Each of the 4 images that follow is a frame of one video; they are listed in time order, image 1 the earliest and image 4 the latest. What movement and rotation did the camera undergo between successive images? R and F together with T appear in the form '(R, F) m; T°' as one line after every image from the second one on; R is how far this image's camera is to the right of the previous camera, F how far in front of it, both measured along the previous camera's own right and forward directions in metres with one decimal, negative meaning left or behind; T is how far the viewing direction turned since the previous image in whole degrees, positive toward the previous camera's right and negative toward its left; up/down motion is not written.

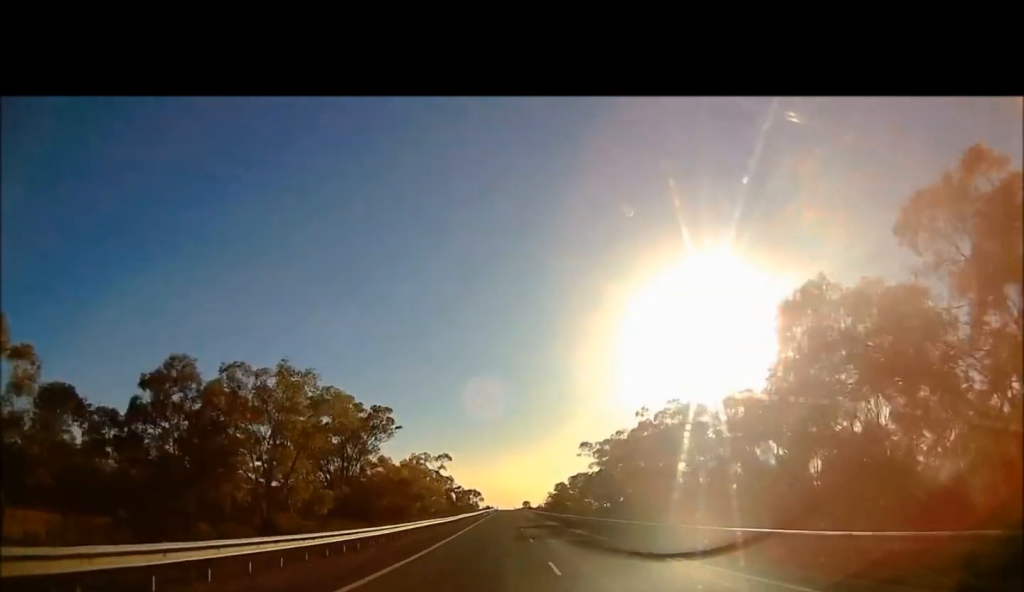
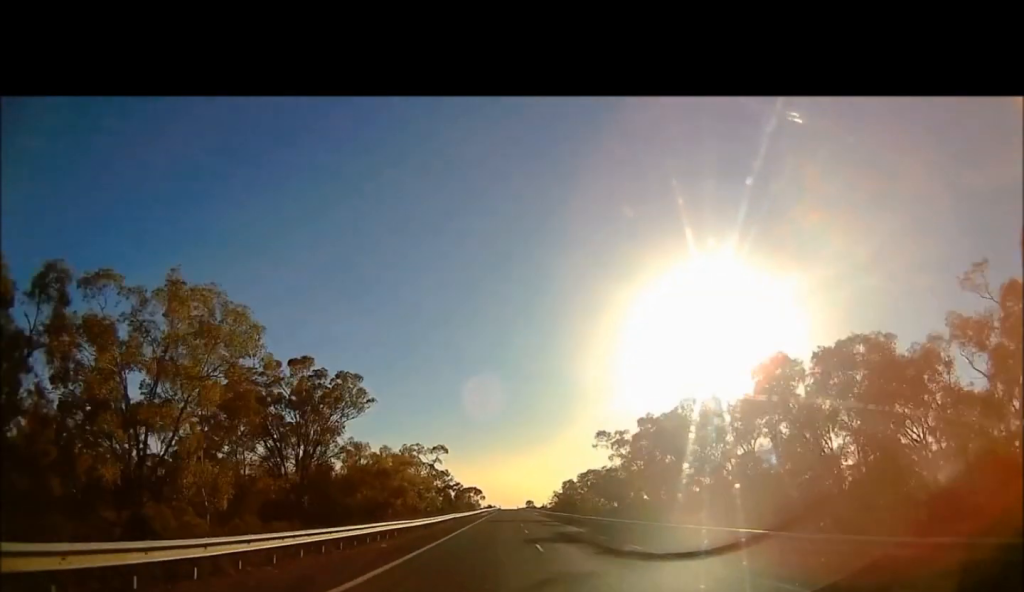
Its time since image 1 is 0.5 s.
(-0.1, +19.5) m; 0°
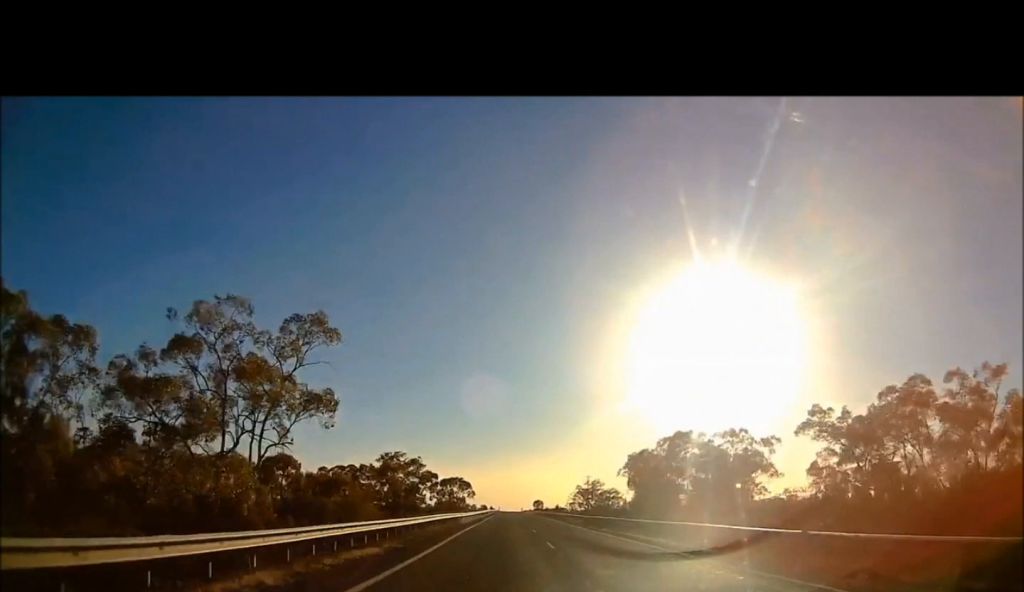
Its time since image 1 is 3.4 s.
(+0.2, +99.0) m; 0°
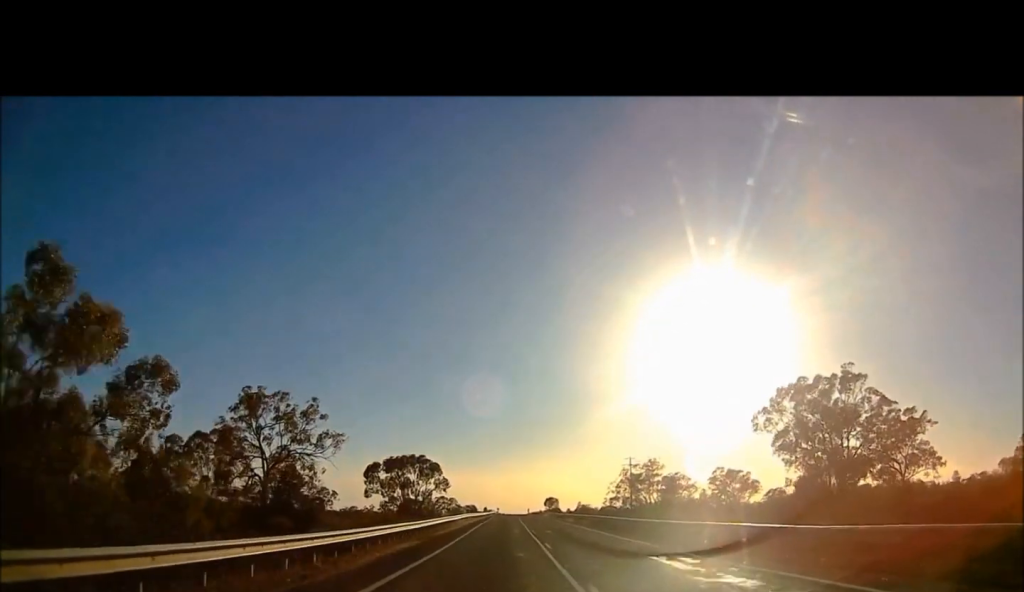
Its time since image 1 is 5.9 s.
(+0.2, +80.5) m; 0°
